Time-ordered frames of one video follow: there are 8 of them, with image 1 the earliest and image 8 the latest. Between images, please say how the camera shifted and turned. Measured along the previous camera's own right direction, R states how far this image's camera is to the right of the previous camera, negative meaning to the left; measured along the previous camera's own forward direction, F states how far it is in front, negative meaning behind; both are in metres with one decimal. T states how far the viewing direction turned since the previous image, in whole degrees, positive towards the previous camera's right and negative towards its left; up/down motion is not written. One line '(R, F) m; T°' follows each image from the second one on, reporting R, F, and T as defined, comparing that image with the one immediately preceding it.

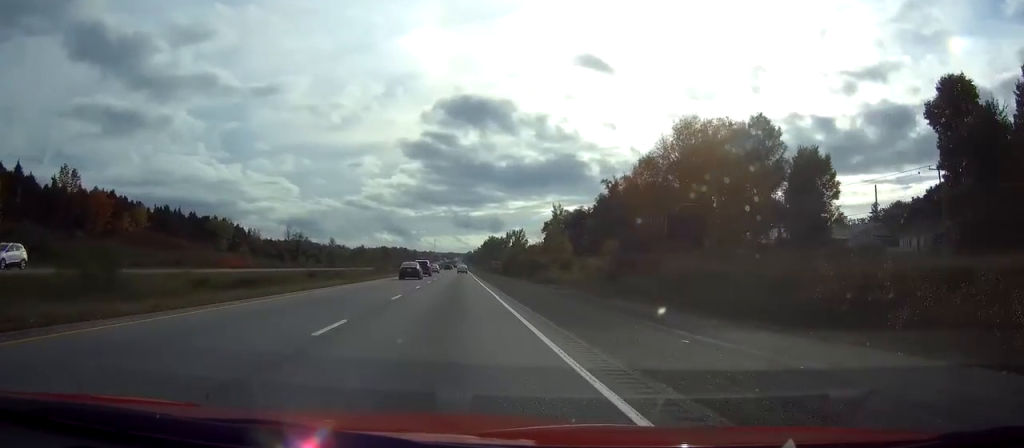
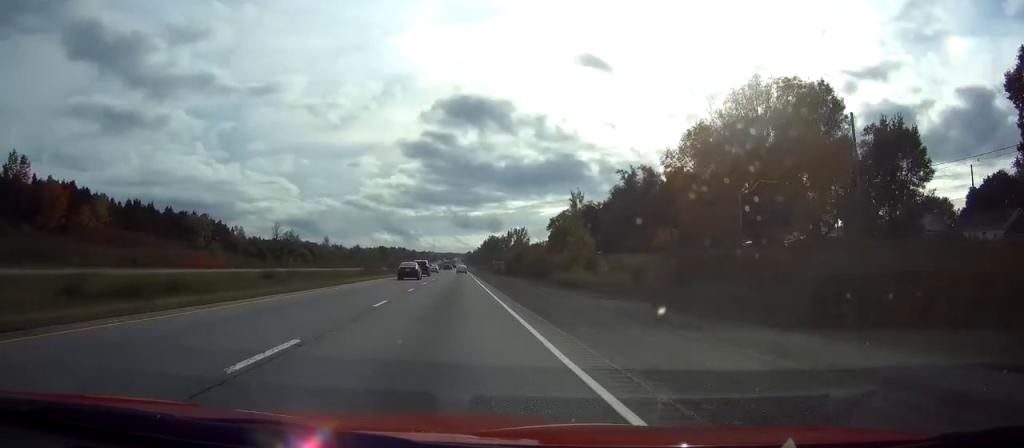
(0.0, +15.9) m; 0°
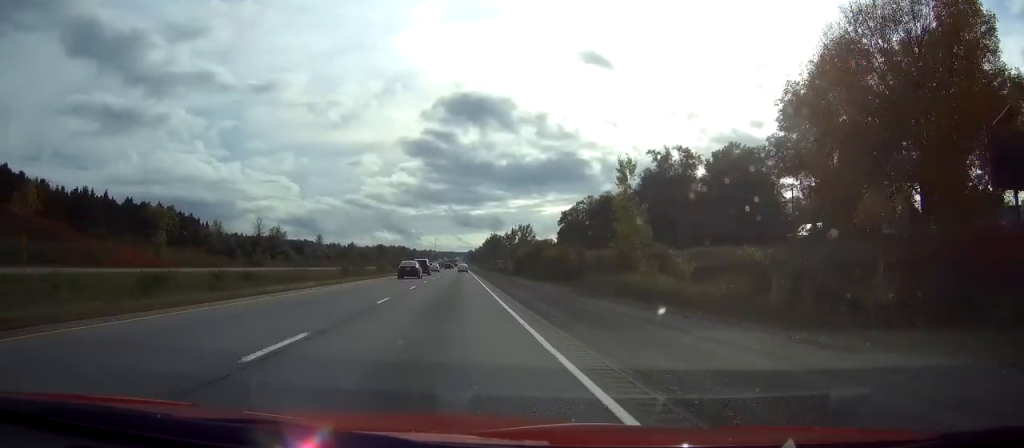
(0.0, +22.8) m; 0°
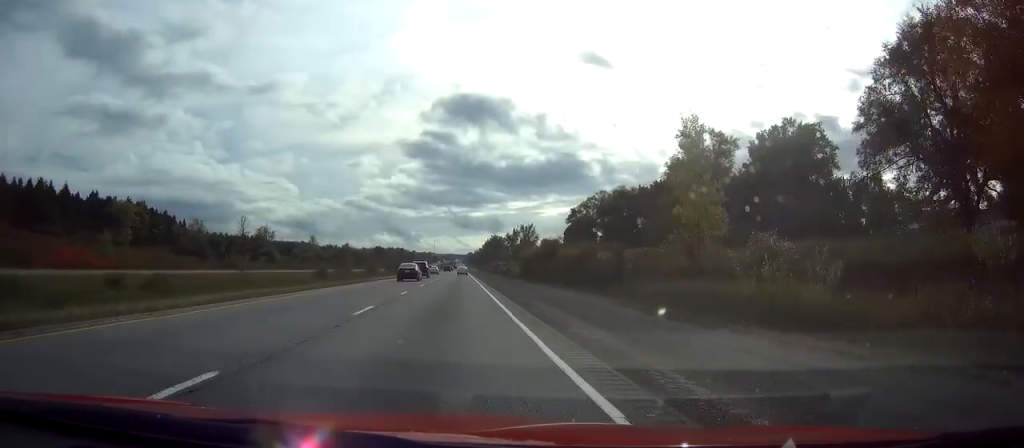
(0.0, +16.0) m; 0°
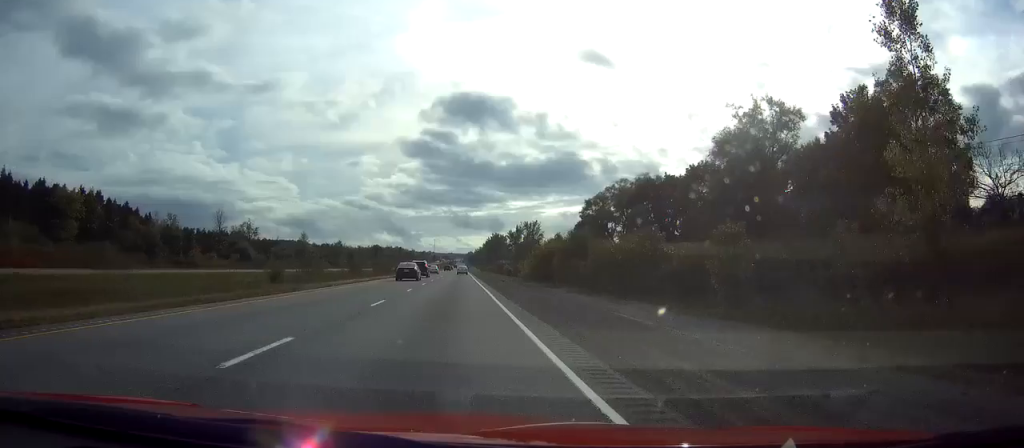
(0.0, +20.6) m; 0°
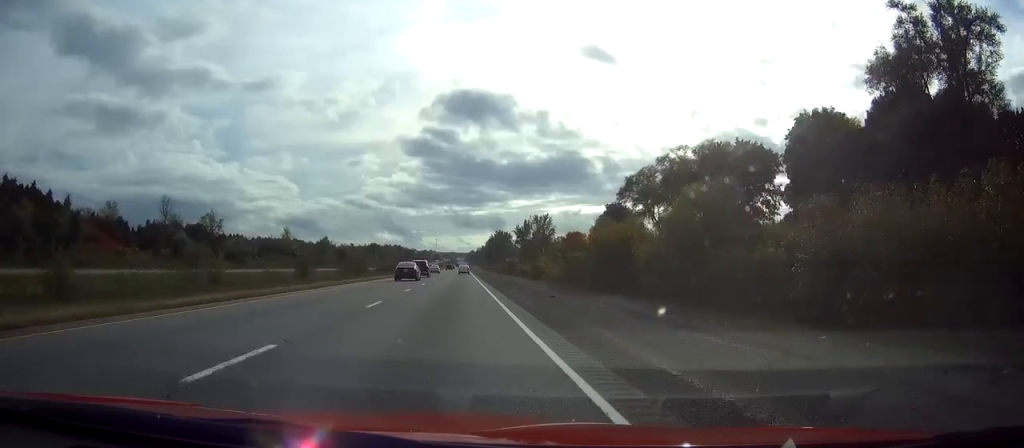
(0.0, +36.7) m; 0°
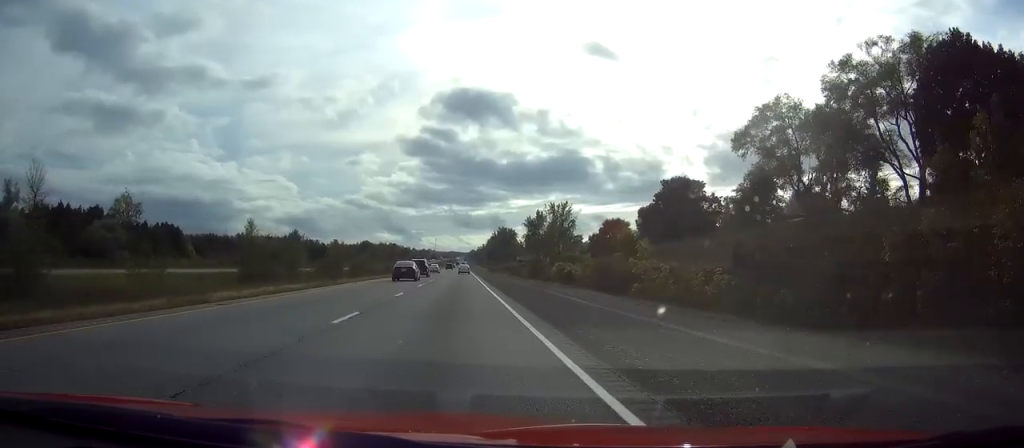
(0.0, +53.1) m; 0°
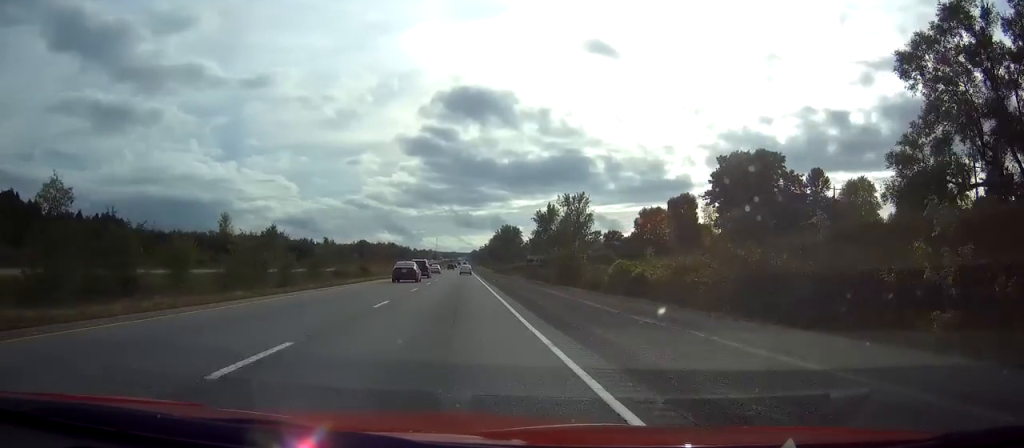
(0.0, +30.1) m; 0°
